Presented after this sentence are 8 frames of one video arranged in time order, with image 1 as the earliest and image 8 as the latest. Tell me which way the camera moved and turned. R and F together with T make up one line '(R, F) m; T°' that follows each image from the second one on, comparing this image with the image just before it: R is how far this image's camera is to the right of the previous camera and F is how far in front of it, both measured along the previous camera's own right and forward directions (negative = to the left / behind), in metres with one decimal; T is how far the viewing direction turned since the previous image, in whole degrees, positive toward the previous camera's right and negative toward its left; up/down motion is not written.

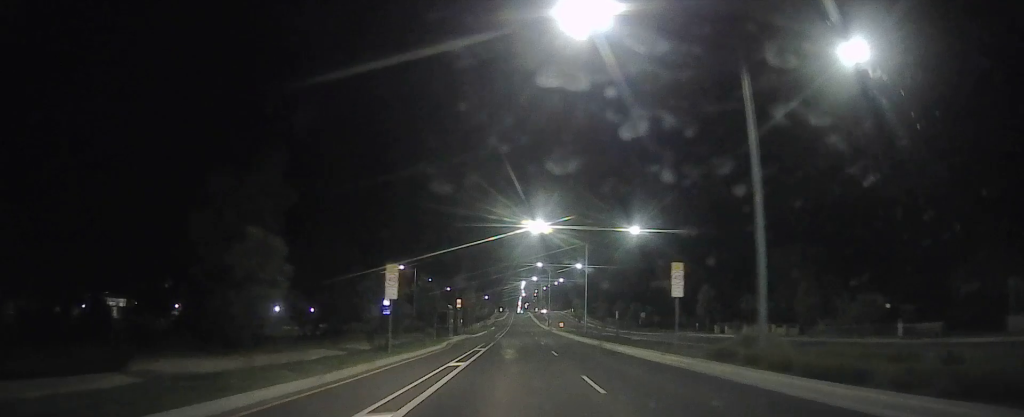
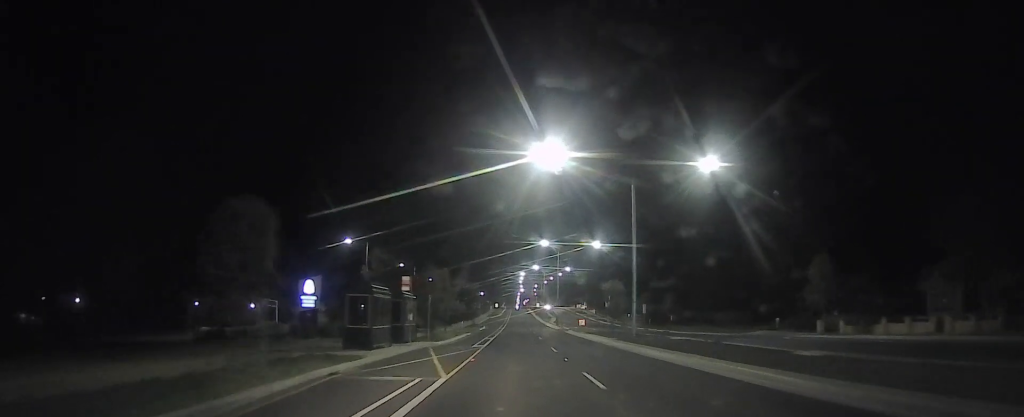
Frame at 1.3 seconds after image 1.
(-0.3, +23.3) m; +1°
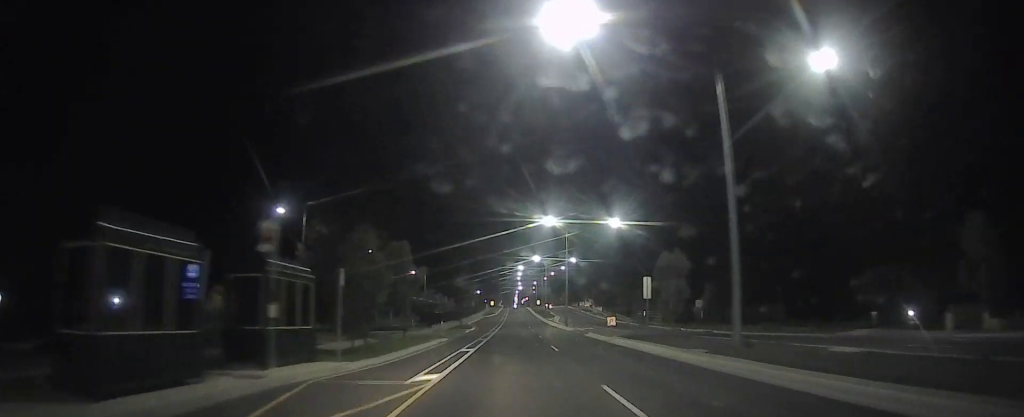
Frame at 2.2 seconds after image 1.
(+0.3, +15.2) m; +1°
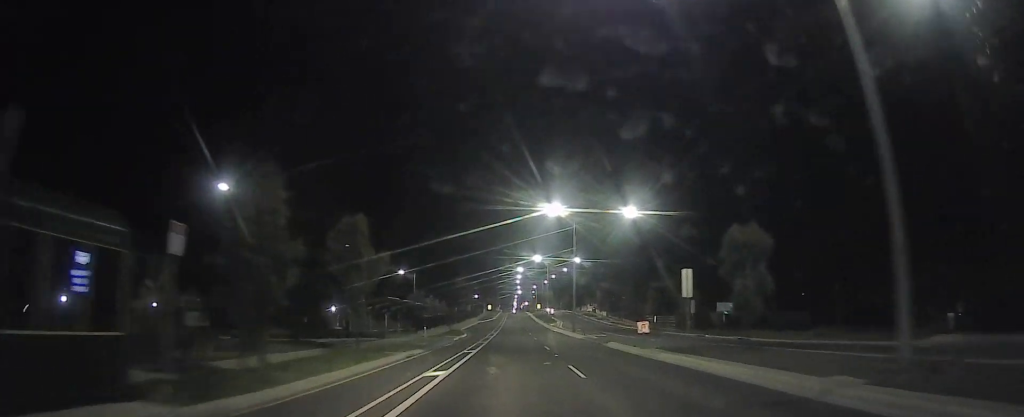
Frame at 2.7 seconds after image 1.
(0.0, +8.2) m; 0°
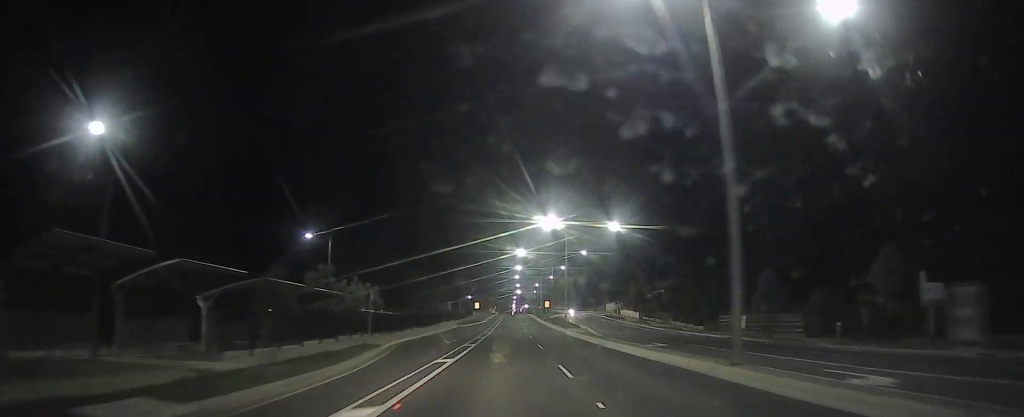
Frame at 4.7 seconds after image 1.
(0.0, +35.5) m; 0°
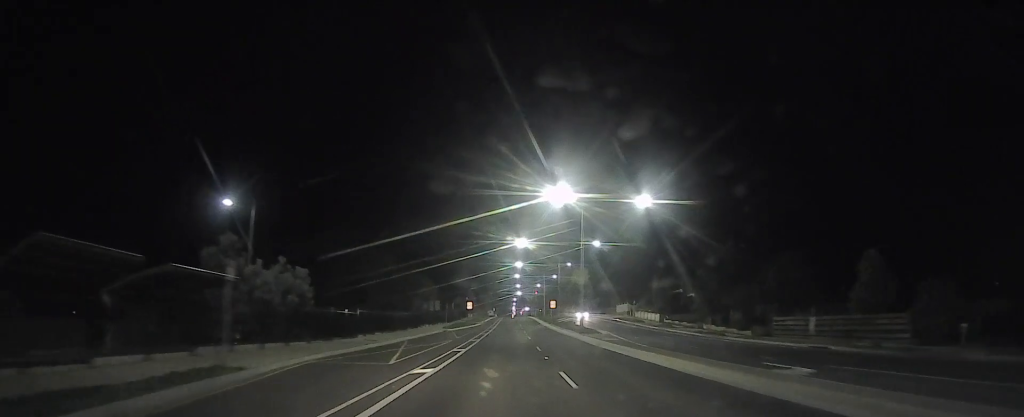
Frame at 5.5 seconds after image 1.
(0.0, +13.3) m; 0°
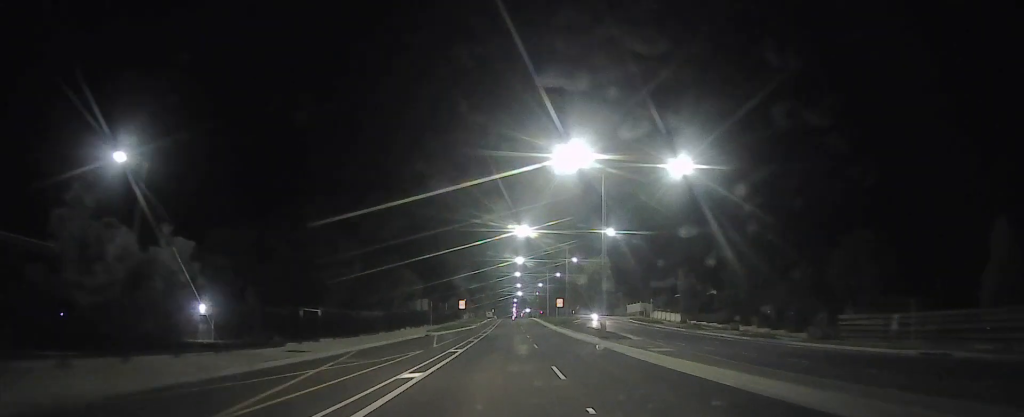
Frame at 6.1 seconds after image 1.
(0.0, +10.4) m; 0°
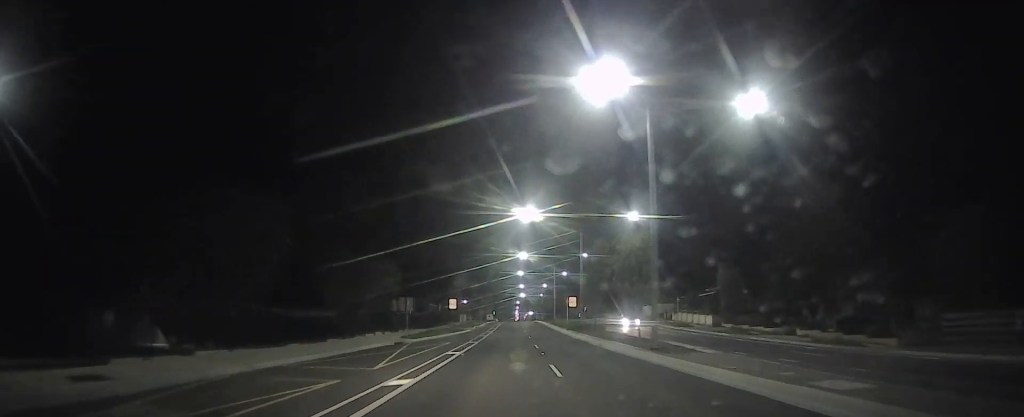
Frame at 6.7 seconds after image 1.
(0.0, +11.0) m; 0°
